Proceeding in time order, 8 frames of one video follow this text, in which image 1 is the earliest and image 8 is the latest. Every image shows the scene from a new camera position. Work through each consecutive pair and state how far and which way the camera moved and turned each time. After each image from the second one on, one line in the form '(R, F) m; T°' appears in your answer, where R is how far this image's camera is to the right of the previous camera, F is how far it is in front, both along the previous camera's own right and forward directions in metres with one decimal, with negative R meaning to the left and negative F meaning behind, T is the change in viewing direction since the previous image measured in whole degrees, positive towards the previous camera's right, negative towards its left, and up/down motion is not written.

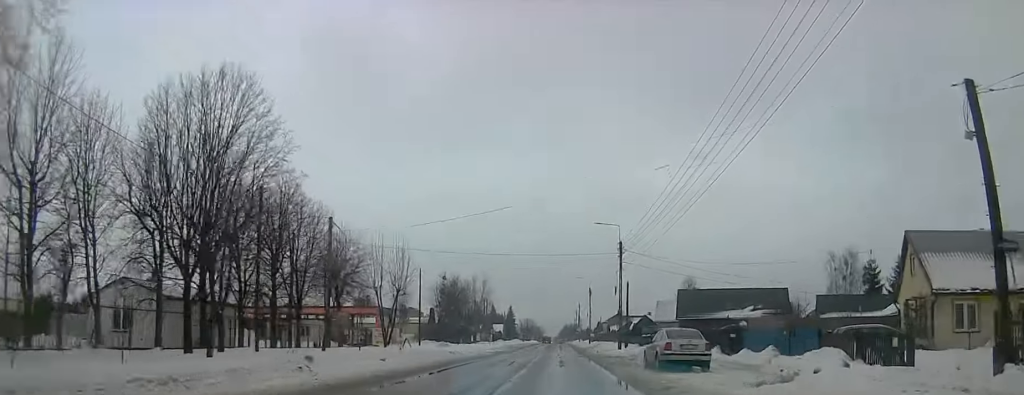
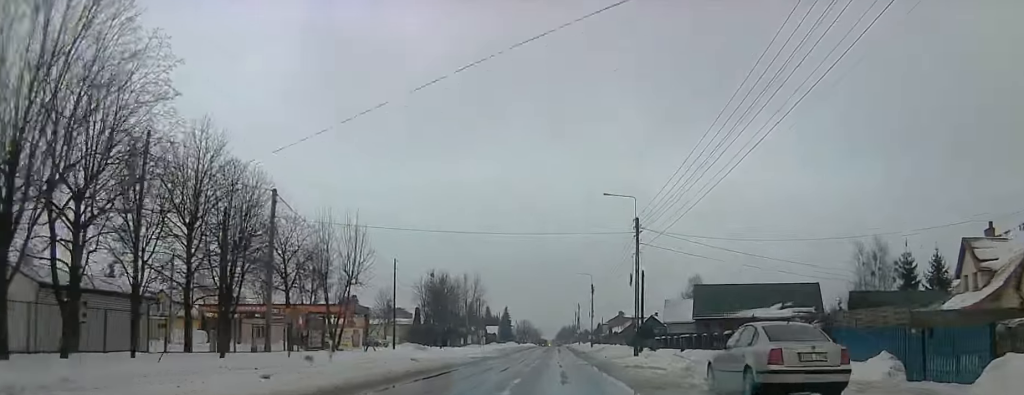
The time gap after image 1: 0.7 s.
(+0.2, +10.0) m; 0°
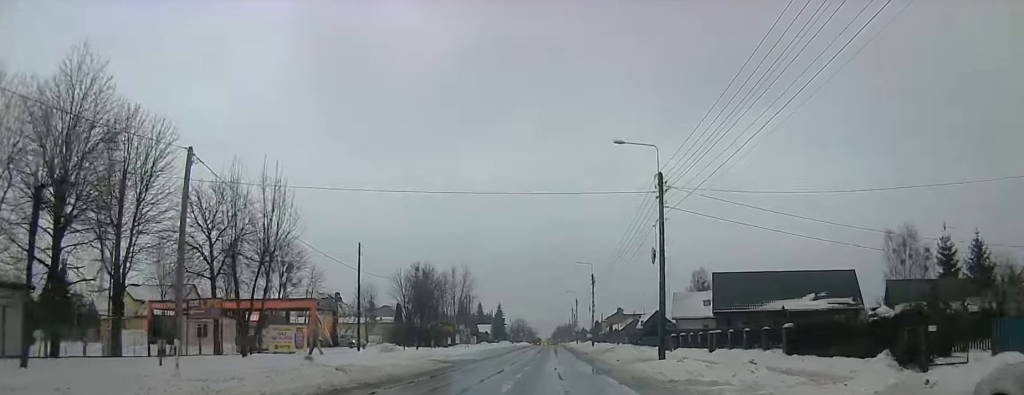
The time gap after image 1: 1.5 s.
(-0.6, +10.5) m; -1°
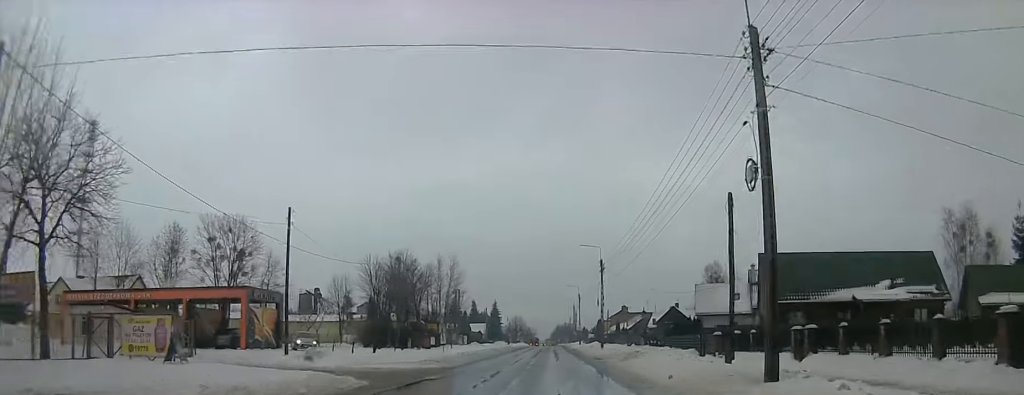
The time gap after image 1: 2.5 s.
(+0.5, +14.4) m; +1°
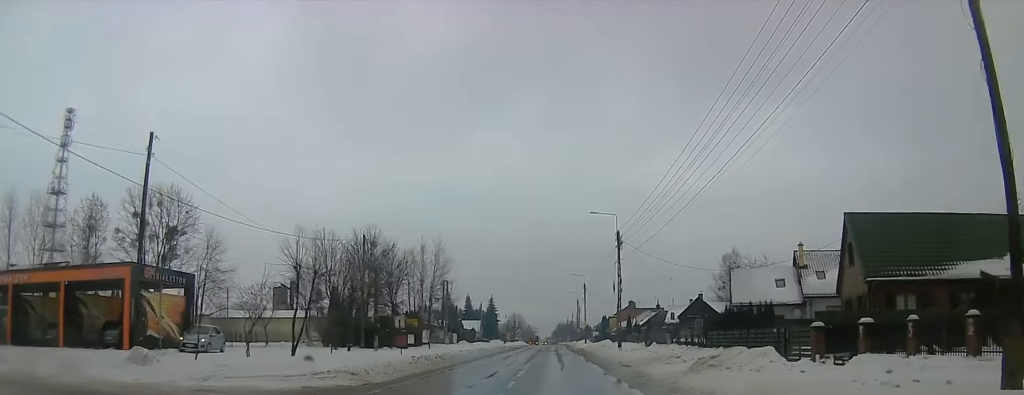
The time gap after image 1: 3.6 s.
(-0.2, +14.8) m; -1°
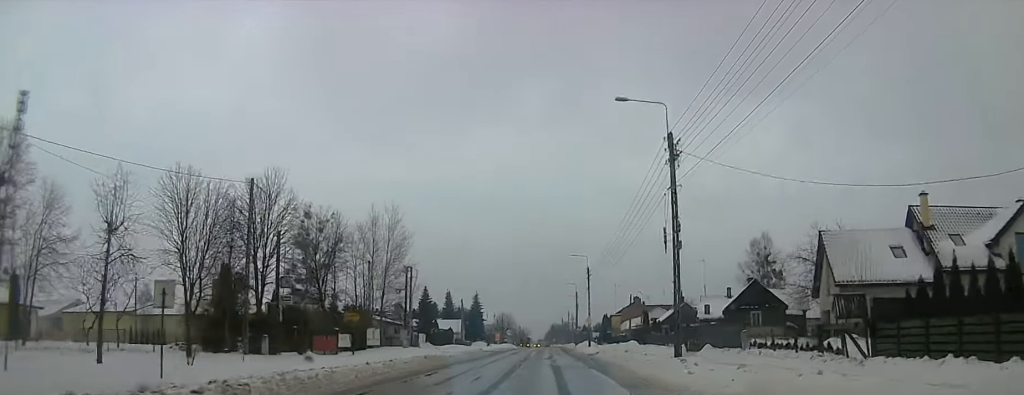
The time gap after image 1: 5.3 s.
(0.0, +22.9) m; 0°
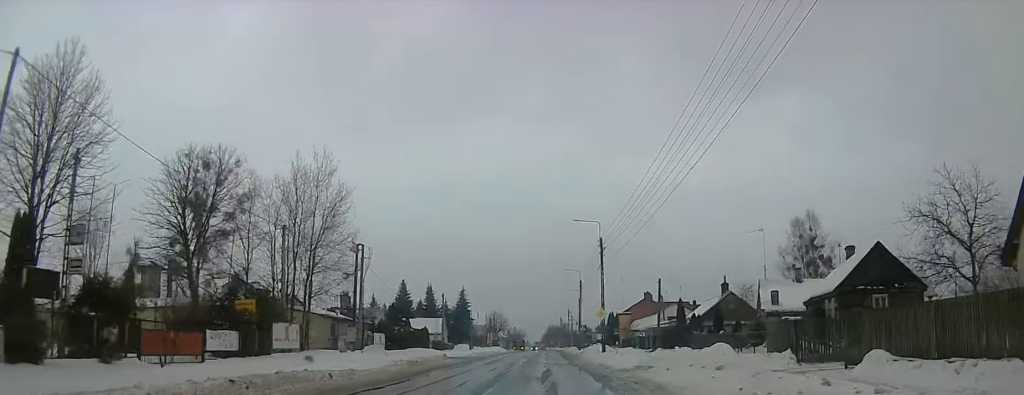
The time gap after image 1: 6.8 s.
(0.0, +20.8) m; 0°
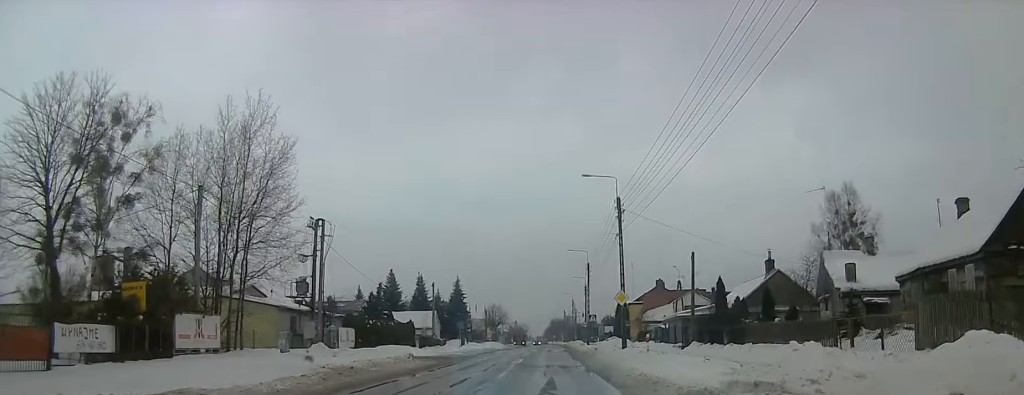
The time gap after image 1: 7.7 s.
(0.0, +11.6) m; 0°
